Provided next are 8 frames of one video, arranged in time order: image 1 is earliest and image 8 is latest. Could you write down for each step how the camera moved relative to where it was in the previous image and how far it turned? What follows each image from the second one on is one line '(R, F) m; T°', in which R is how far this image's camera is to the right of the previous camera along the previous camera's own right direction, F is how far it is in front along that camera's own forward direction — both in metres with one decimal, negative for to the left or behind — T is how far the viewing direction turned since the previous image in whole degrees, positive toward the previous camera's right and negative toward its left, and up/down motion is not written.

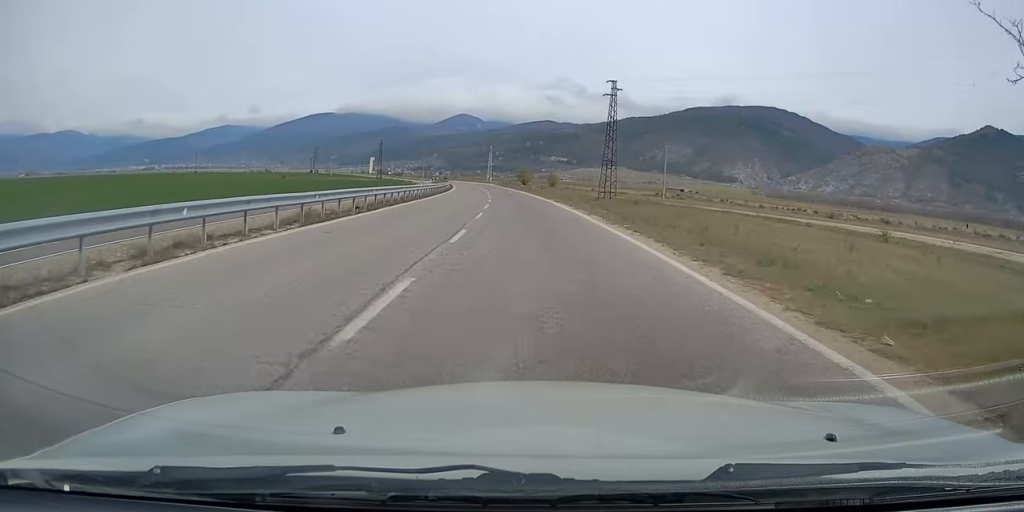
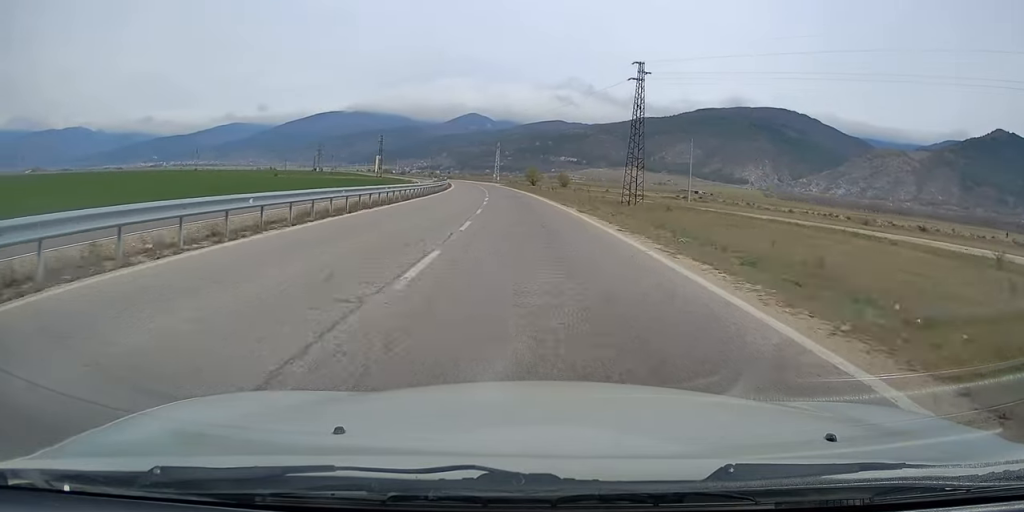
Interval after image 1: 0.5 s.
(-0.3, +13.0) m; -1°
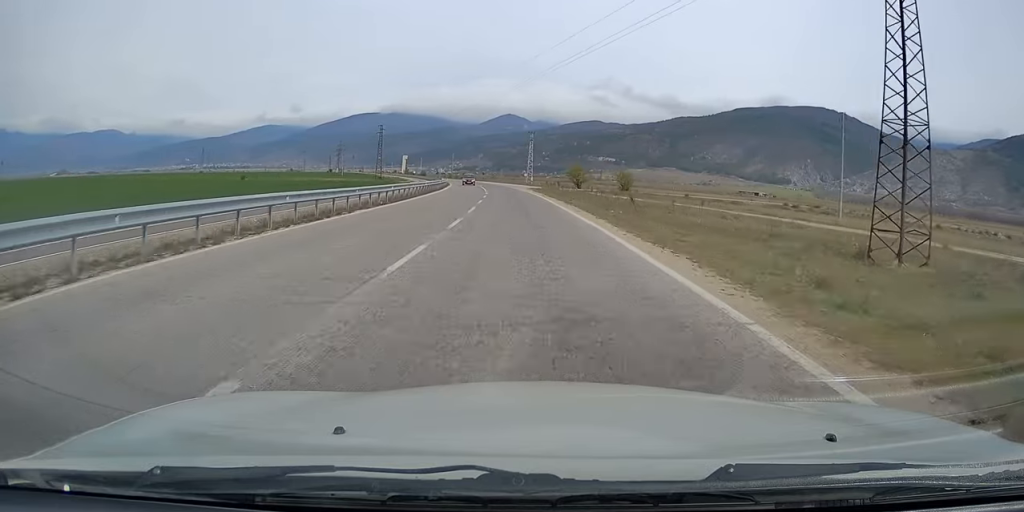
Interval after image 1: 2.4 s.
(-1.3, +45.5) m; -3°
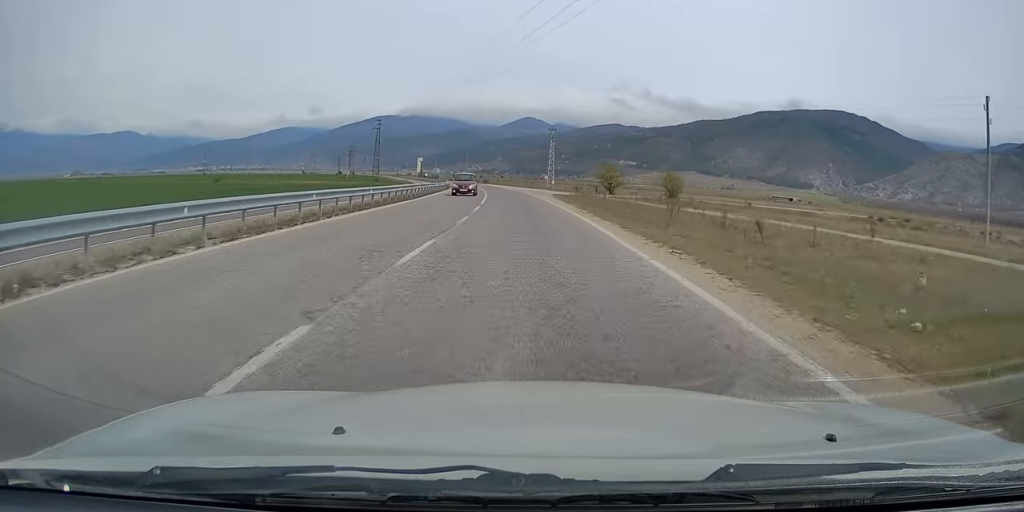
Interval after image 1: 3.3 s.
(-0.3, +21.9) m; -1°
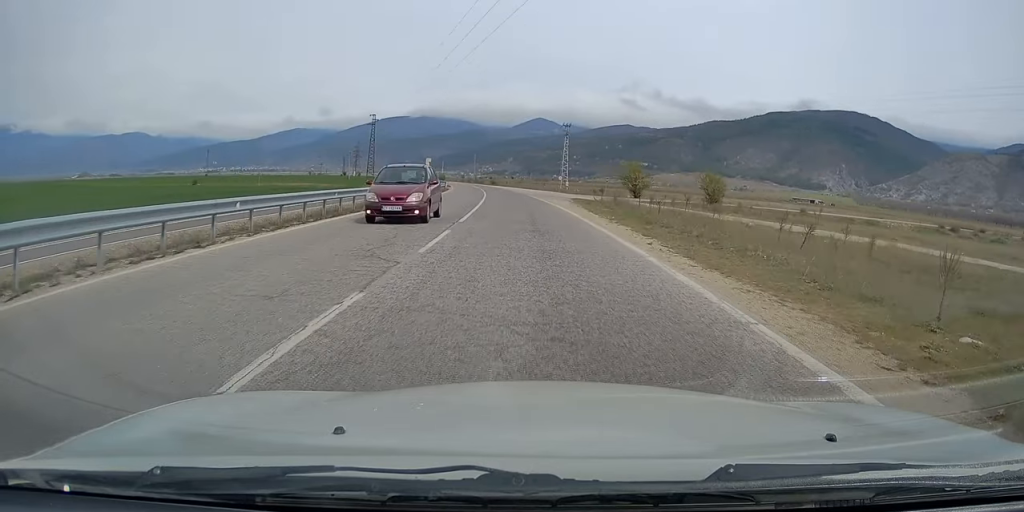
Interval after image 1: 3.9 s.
(-0.1, +13.7) m; -1°
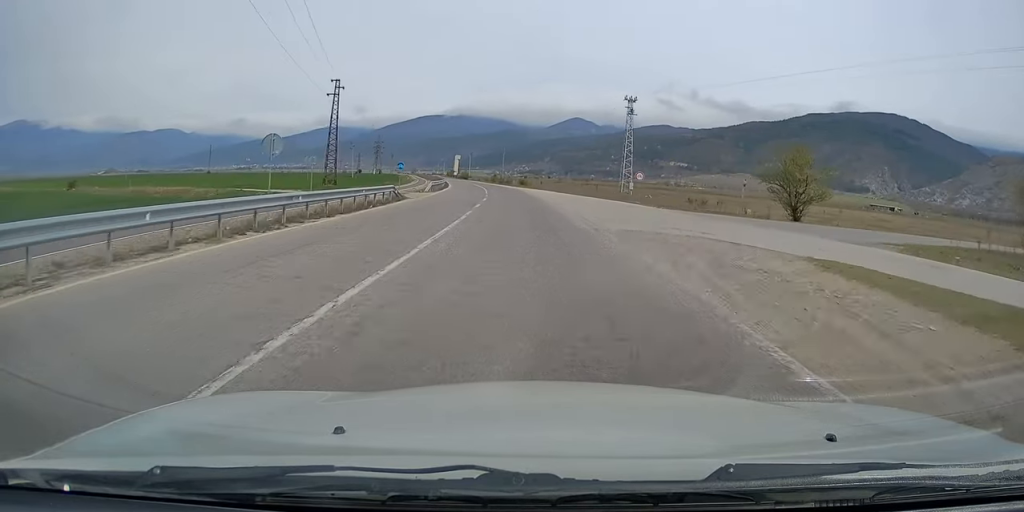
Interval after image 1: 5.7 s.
(-1.6, +44.1) m; -4°
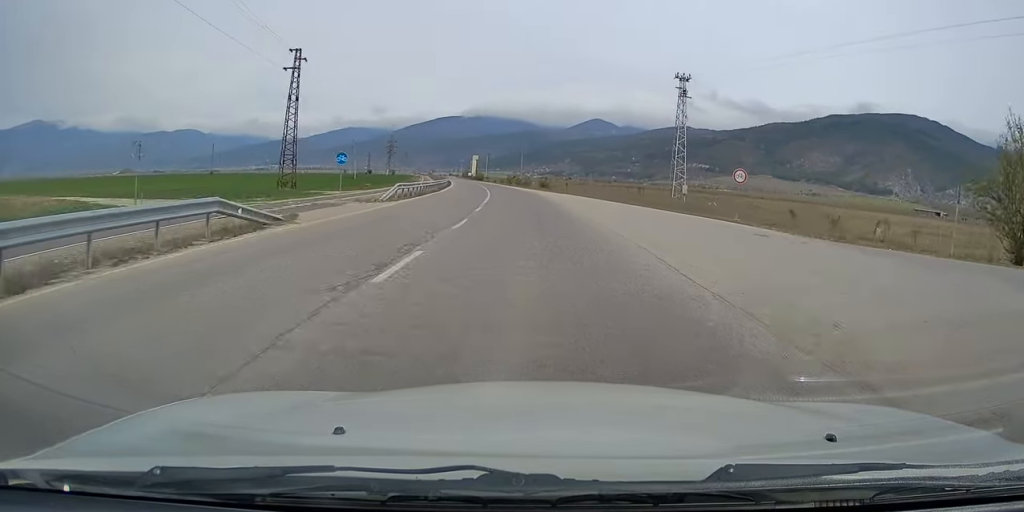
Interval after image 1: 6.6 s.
(-0.1, +20.9) m; -1°
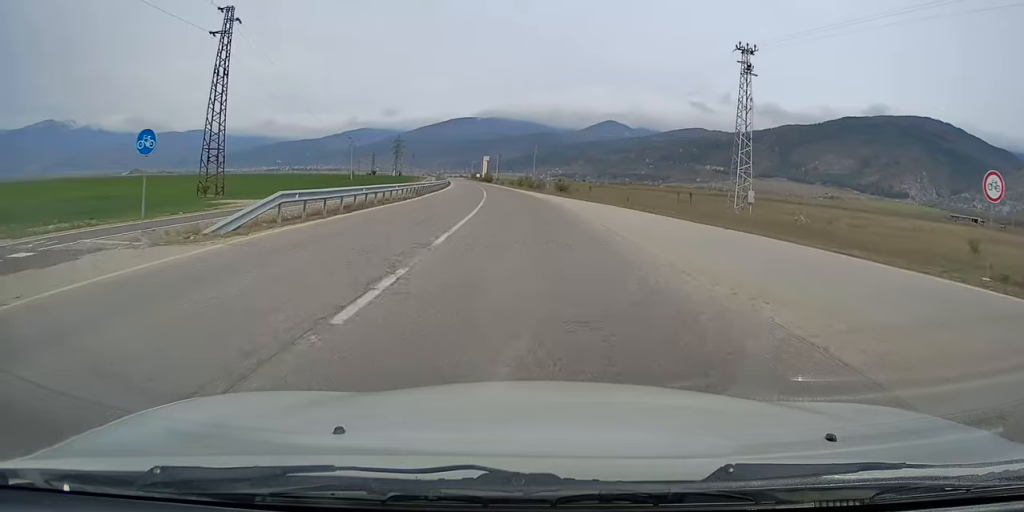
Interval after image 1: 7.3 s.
(-0.2, +17.6) m; -1°
